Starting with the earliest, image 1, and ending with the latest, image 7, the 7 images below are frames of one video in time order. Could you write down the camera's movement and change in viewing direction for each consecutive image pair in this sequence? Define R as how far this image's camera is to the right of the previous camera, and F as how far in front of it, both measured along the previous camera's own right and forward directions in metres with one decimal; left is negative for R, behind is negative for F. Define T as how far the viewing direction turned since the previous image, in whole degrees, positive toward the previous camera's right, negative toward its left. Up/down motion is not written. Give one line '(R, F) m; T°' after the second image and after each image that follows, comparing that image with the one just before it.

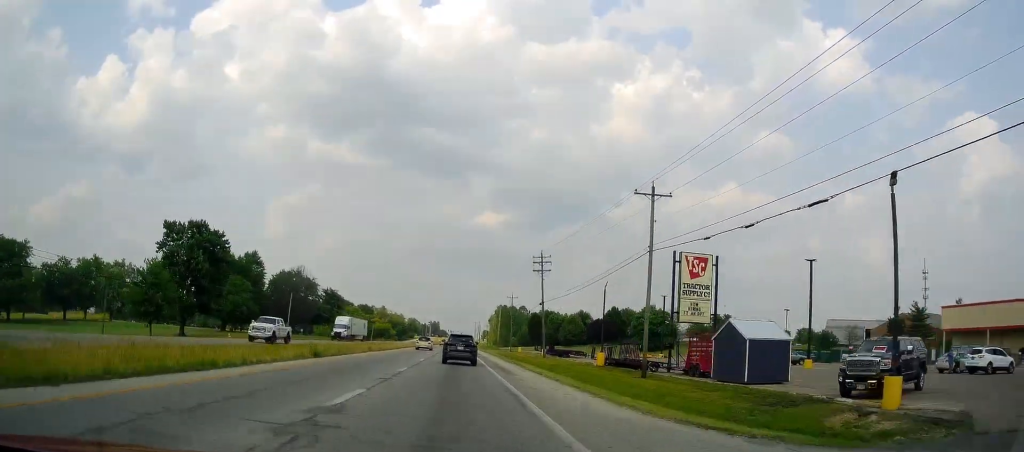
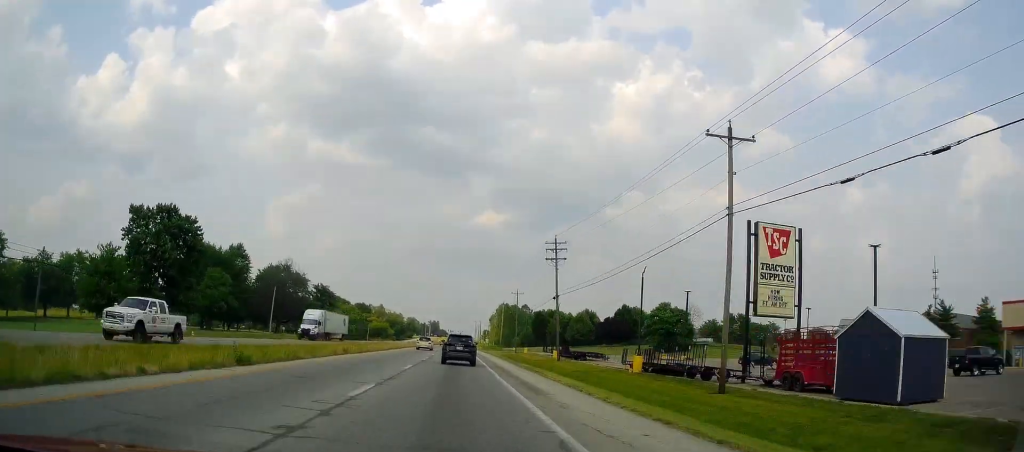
(+0.3, +10.1) m; +1°
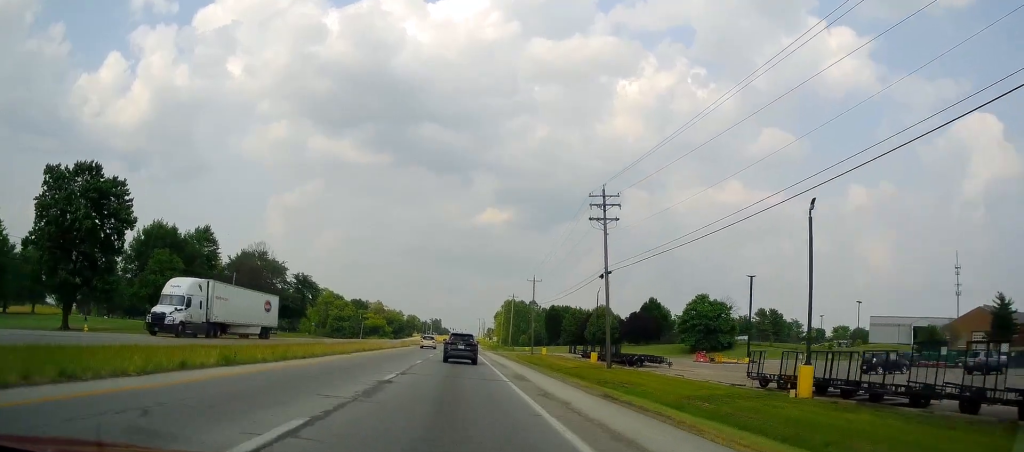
(-0.1, +19.3) m; -1°
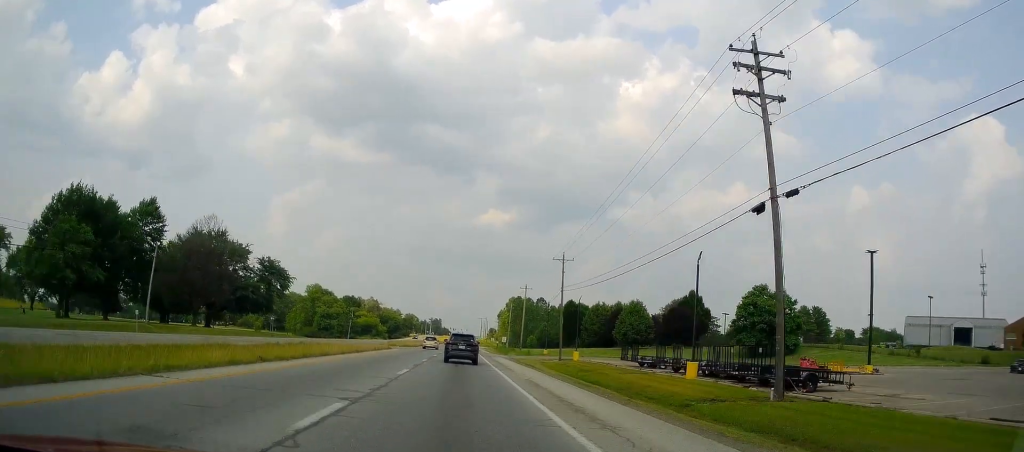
(-0.4, +22.4) m; 0°
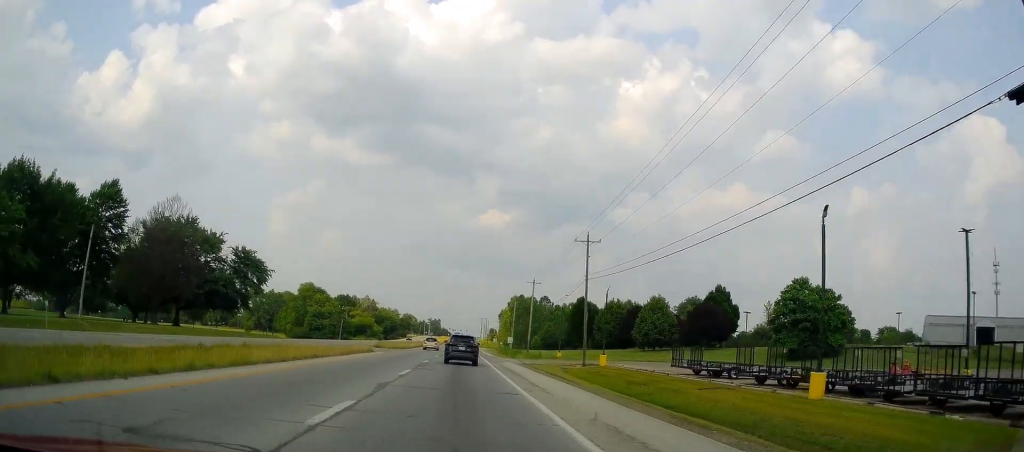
(-0.2, +11.6) m; +1°
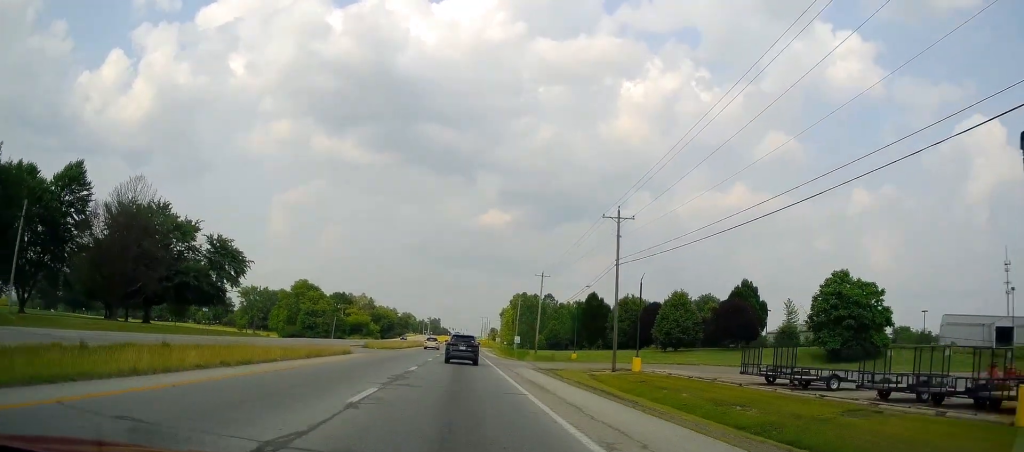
(+0.3, +9.4) m; +1°
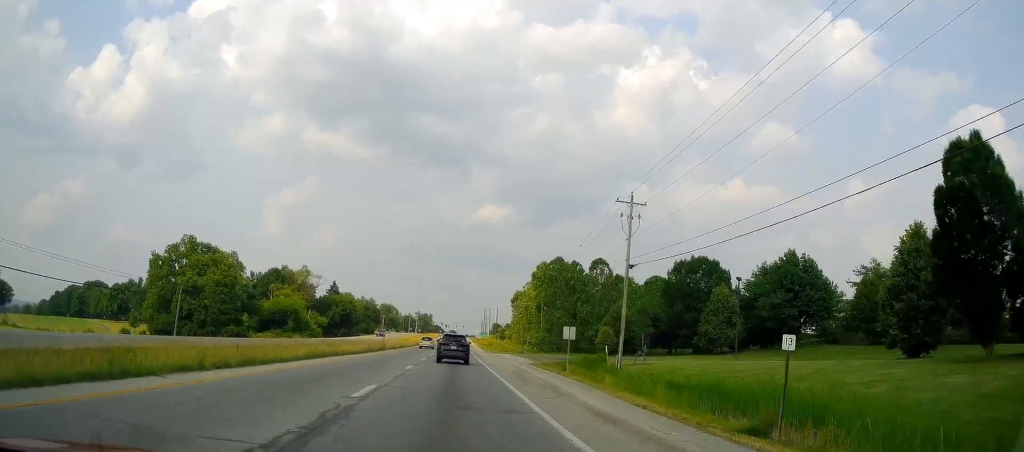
(-0.6, +83.6) m; -1°
